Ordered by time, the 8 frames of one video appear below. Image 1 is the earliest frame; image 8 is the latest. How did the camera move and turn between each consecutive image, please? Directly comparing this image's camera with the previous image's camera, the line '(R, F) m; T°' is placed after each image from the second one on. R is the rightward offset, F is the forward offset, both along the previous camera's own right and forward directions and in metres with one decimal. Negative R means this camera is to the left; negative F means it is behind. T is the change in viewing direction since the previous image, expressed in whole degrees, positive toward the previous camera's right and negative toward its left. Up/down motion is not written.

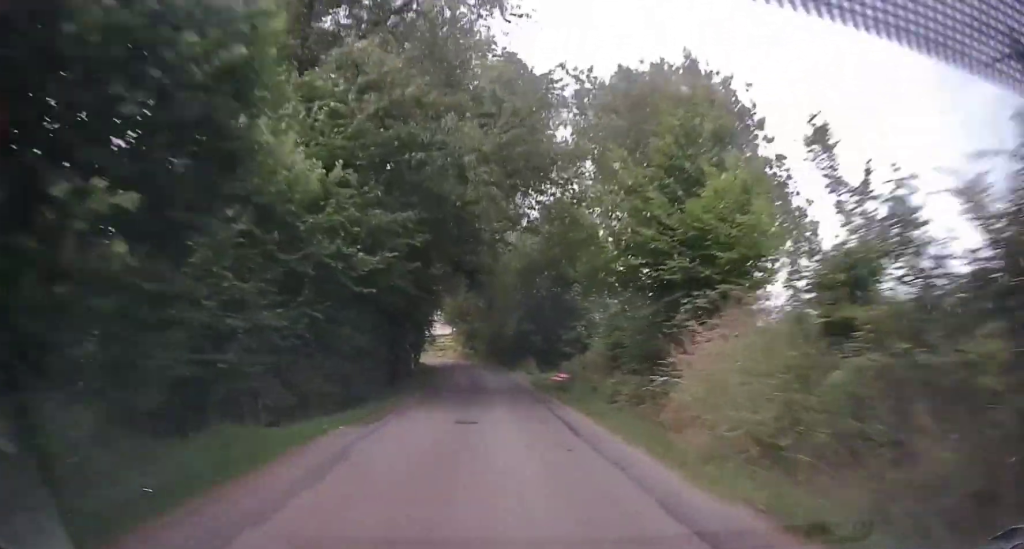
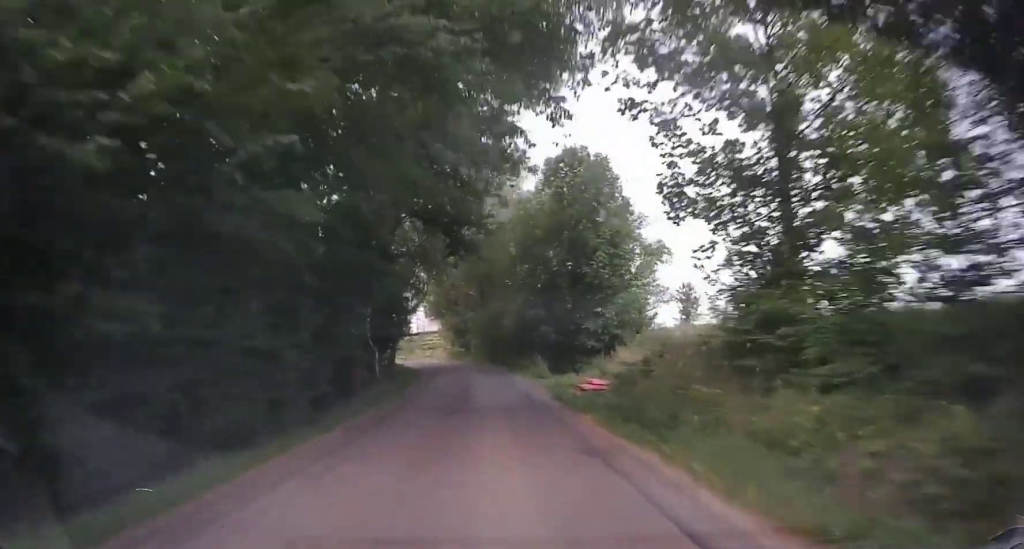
(-0.2, +10.0) m; -1°
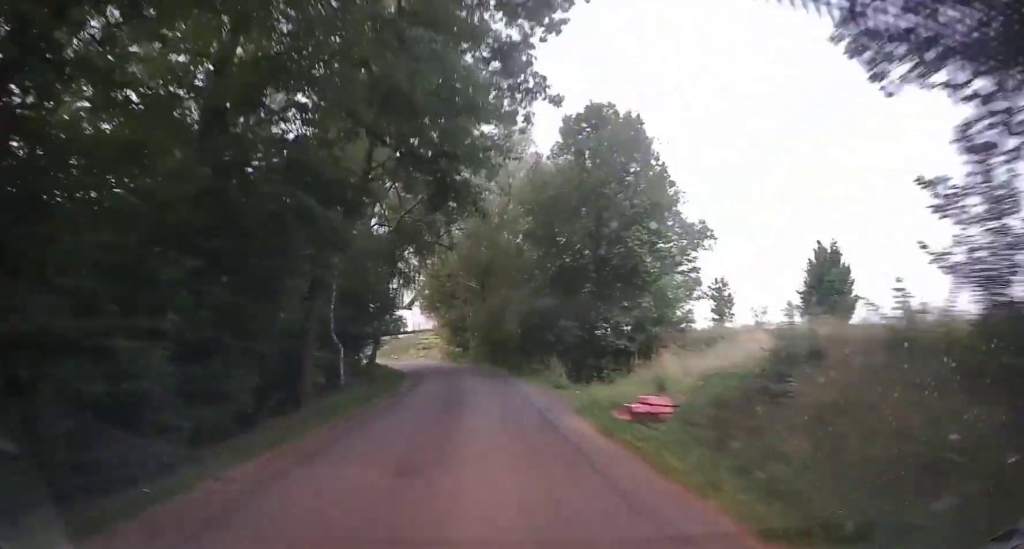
(+0.1, +5.9) m; 0°
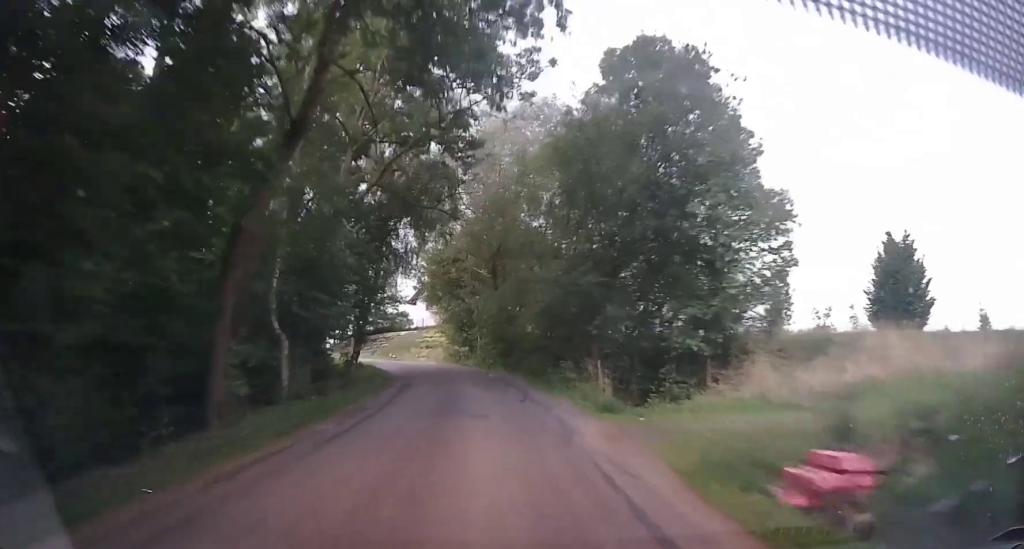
(-0.1, +6.2) m; -1°
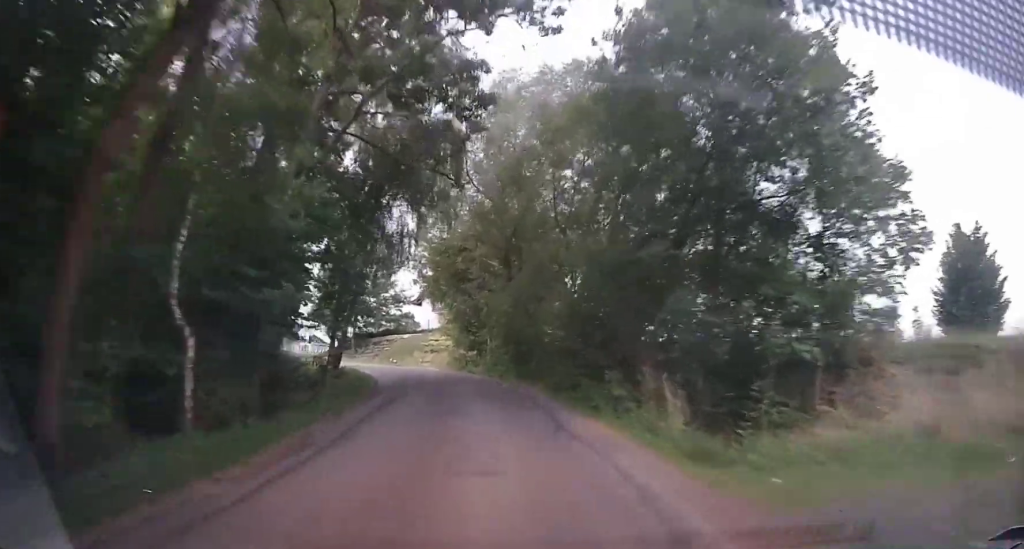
(0.0, +4.5) m; -1°
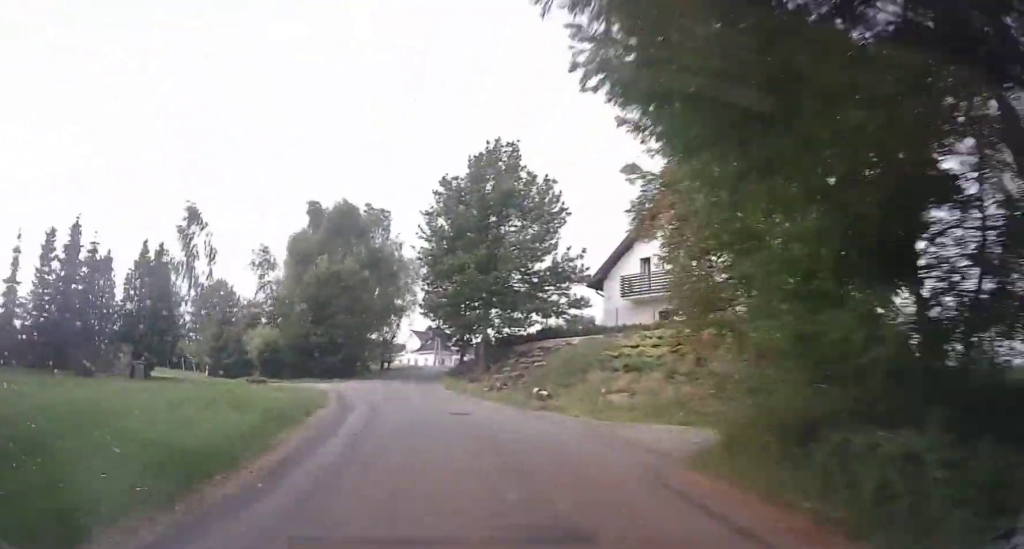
(-1.4, +21.6) m; -13°
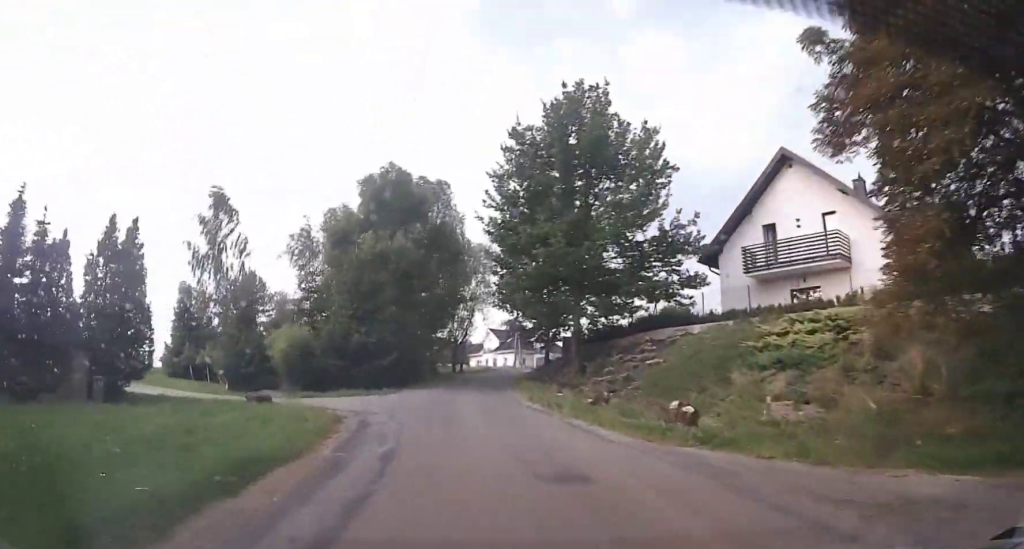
(-0.5, +7.2) m; -5°
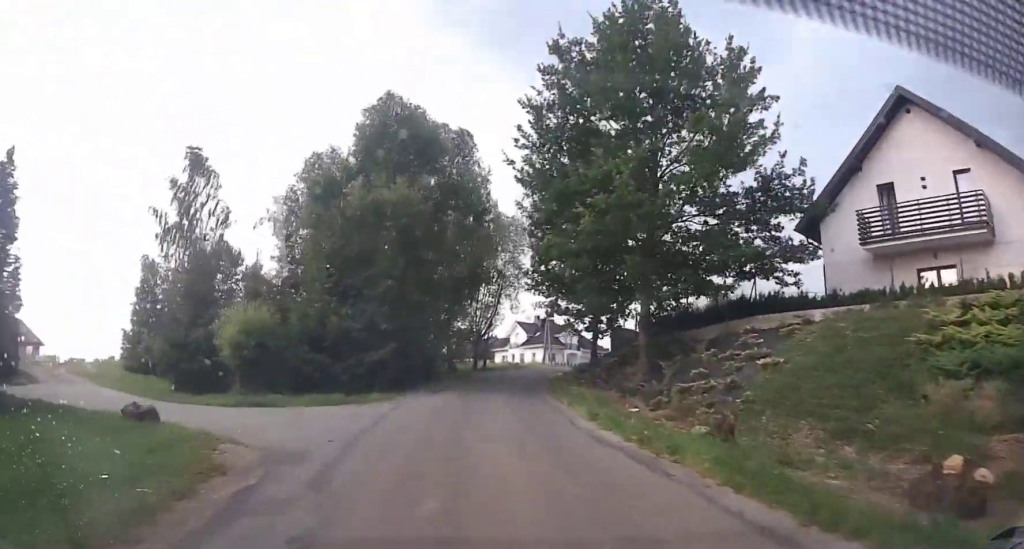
(-0.3, +7.6) m; -3°
